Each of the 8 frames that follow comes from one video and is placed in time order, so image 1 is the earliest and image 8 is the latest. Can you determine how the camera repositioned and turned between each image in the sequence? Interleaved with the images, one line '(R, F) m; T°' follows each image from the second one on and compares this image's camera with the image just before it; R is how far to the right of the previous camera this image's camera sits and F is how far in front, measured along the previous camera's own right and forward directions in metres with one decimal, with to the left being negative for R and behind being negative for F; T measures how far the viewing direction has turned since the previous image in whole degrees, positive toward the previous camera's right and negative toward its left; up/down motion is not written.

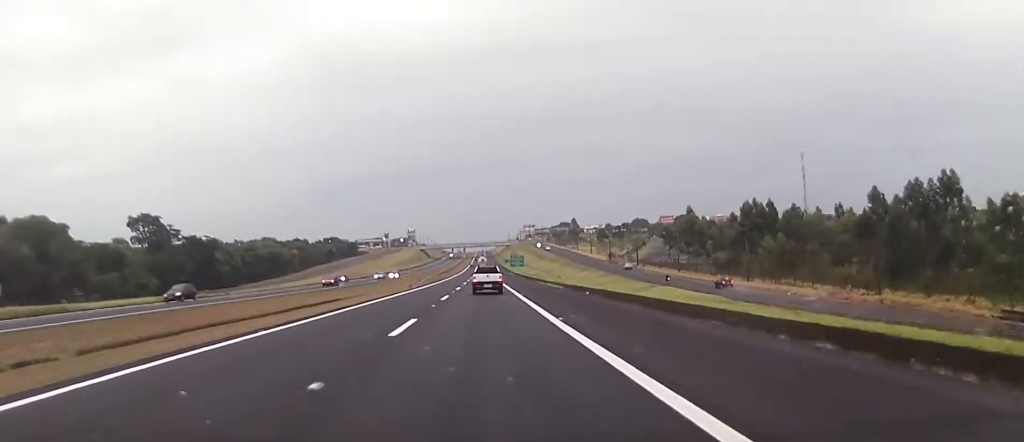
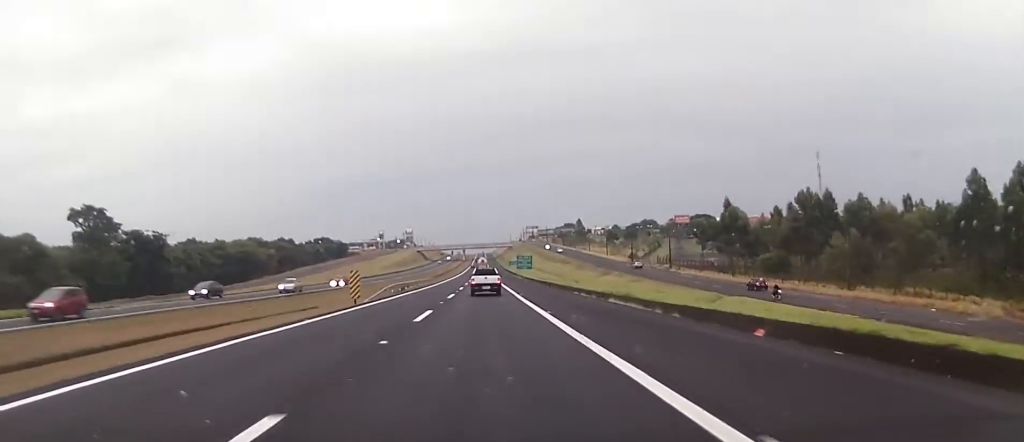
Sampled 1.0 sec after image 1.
(+0.3, +28.7) m; 0°
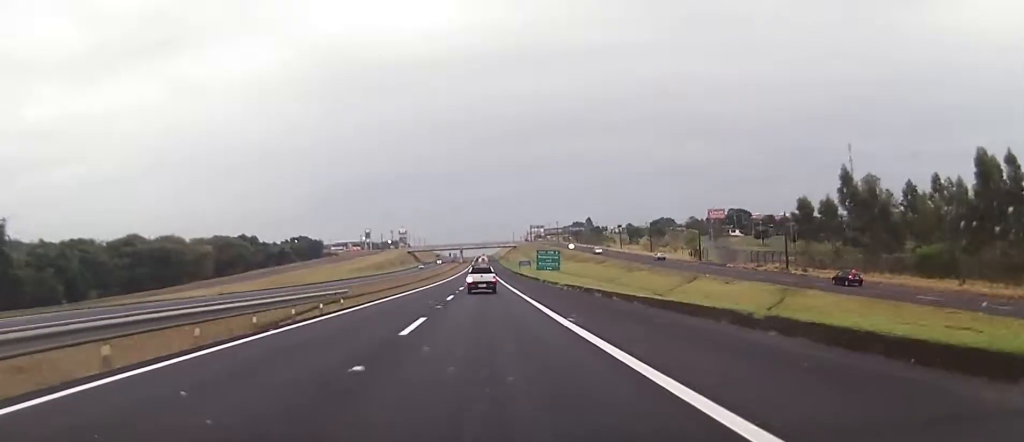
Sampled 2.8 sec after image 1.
(-0.6, +54.2) m; -1°
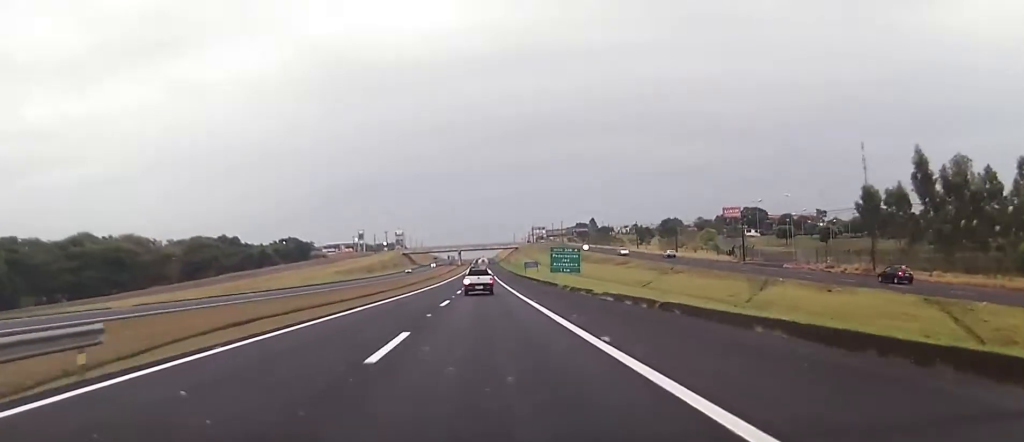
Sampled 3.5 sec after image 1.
(0.0, +20.6) m; 0°
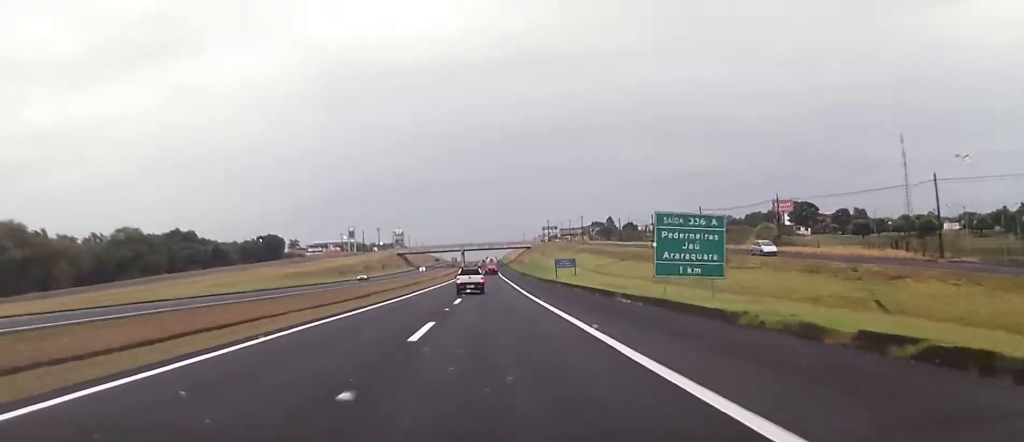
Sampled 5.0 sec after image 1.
(+0.4, +44.7) m; 0°
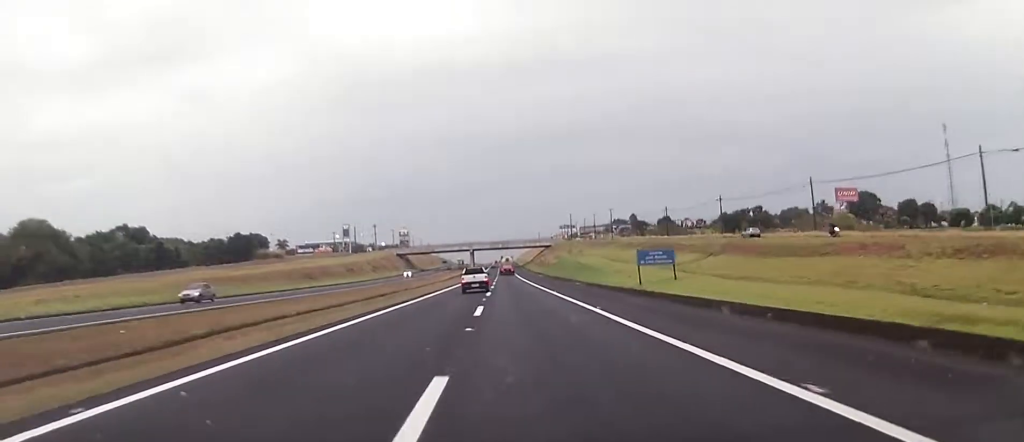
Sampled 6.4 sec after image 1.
(-0.7, +37.7) m; -1°
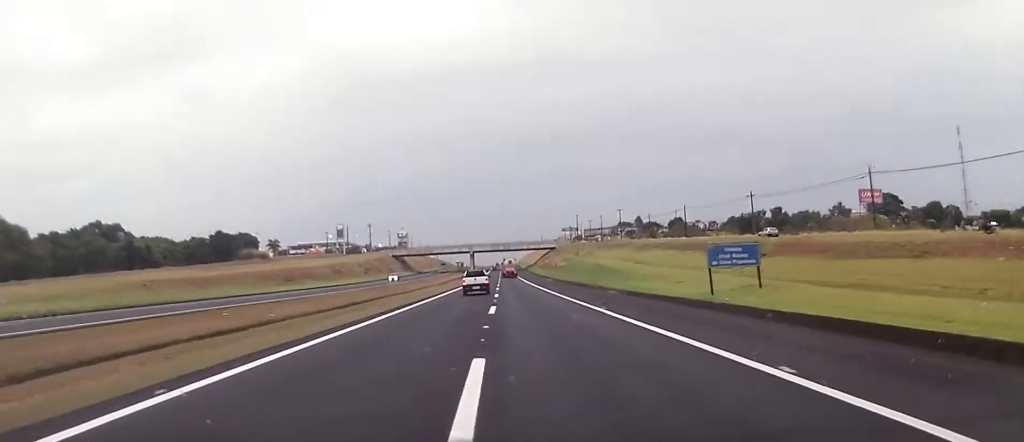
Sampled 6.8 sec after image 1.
(+0.1, +12.0) m; 0°
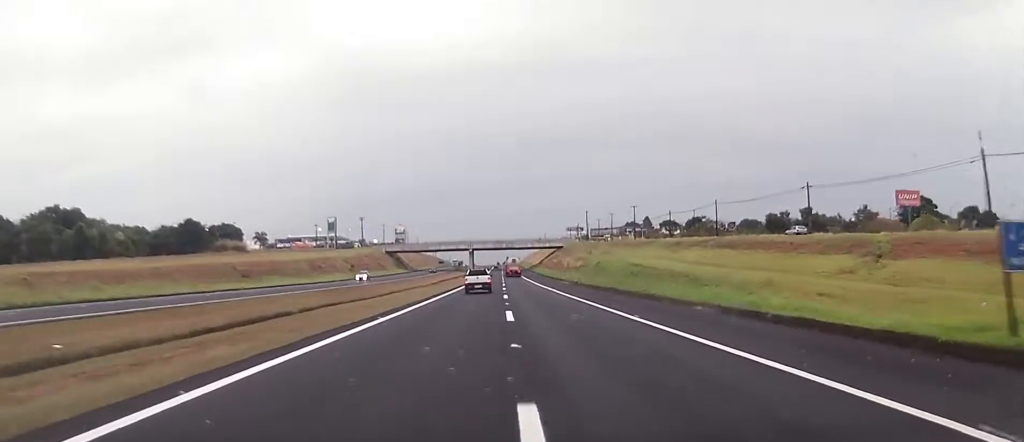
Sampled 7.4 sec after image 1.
(0.0, +16.9) m; 0°
